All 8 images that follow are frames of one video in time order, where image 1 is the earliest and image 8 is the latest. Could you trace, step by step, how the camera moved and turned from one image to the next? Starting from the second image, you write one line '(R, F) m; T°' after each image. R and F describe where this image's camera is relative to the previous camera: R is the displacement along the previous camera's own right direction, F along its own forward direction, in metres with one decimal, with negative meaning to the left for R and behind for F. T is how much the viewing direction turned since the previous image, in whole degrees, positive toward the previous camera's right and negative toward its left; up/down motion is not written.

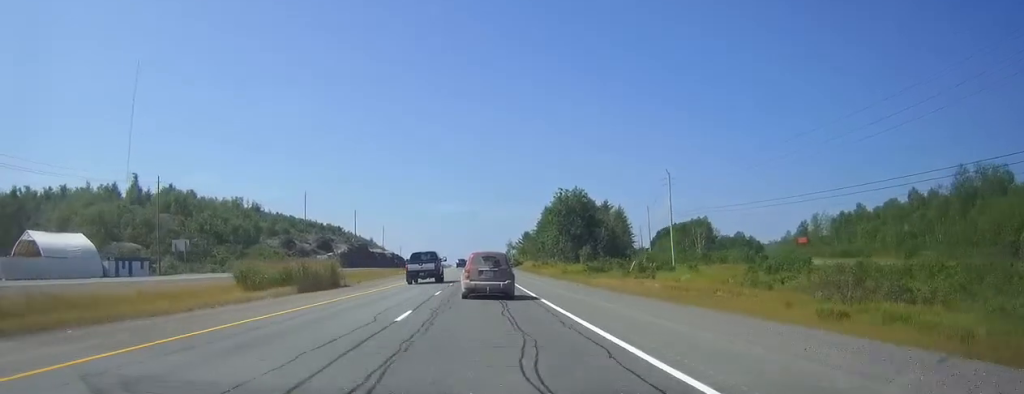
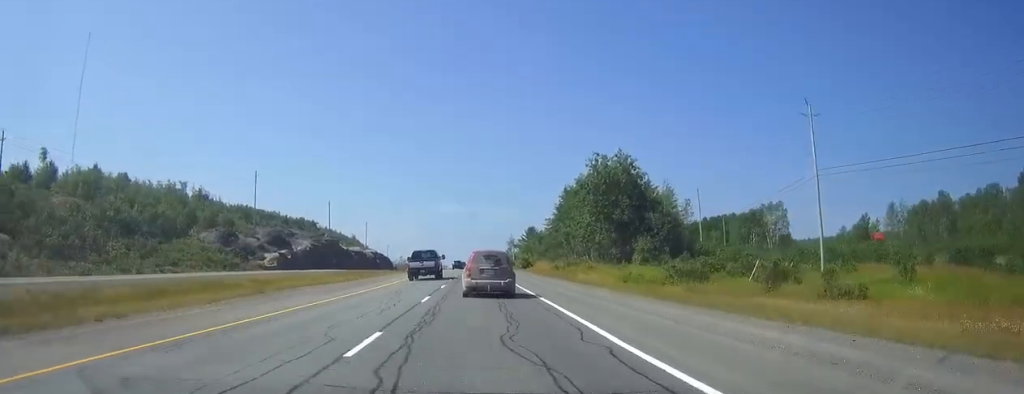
(-0.1, +41.4) m; 0°
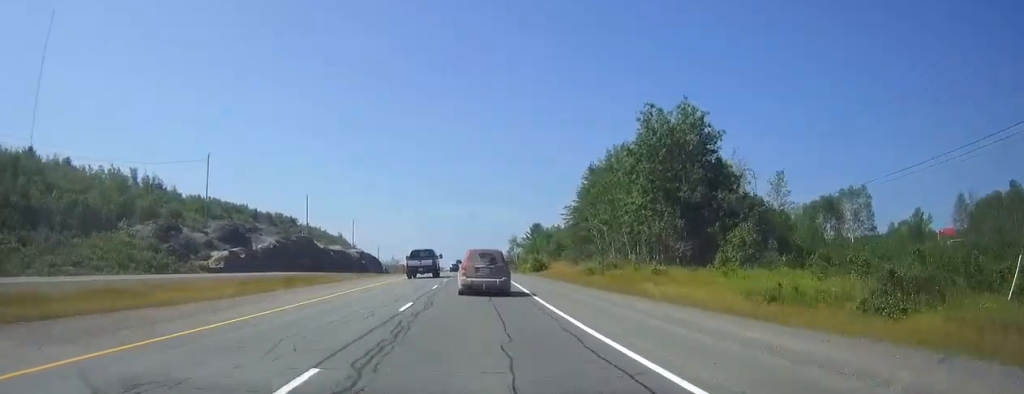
(+0.1, +27.4) m; 0°
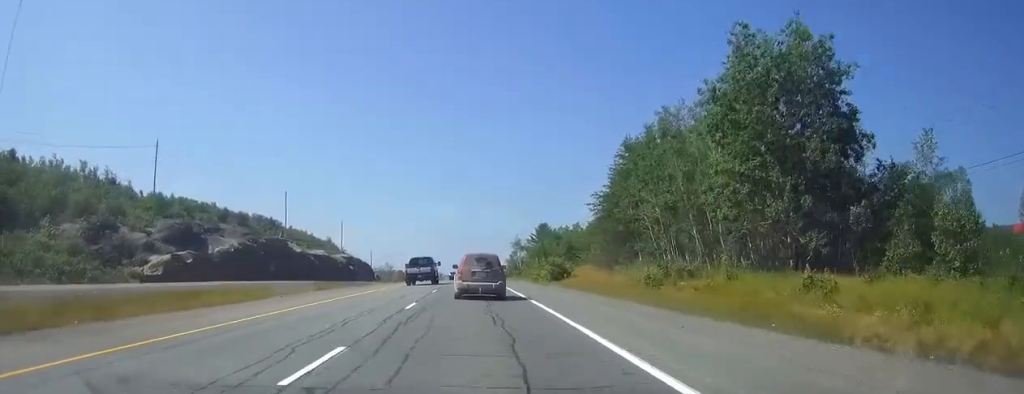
(0.0, +21.8) m; 0°
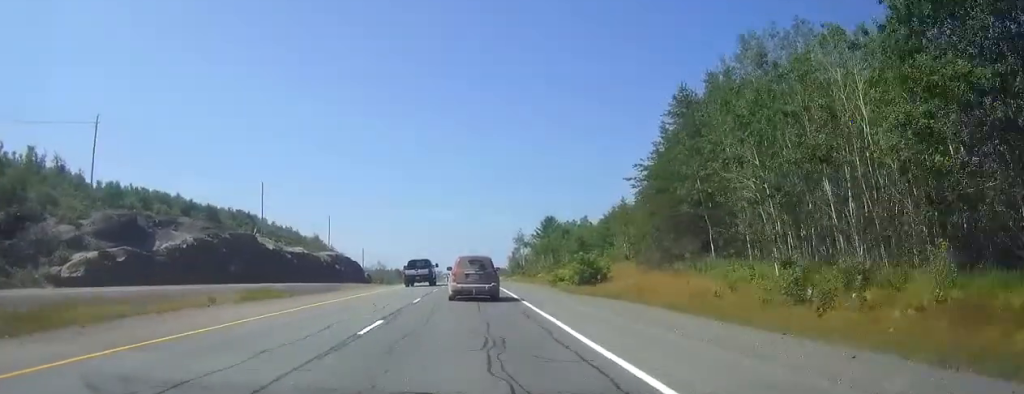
(+0.1, +19.1) m; 0°
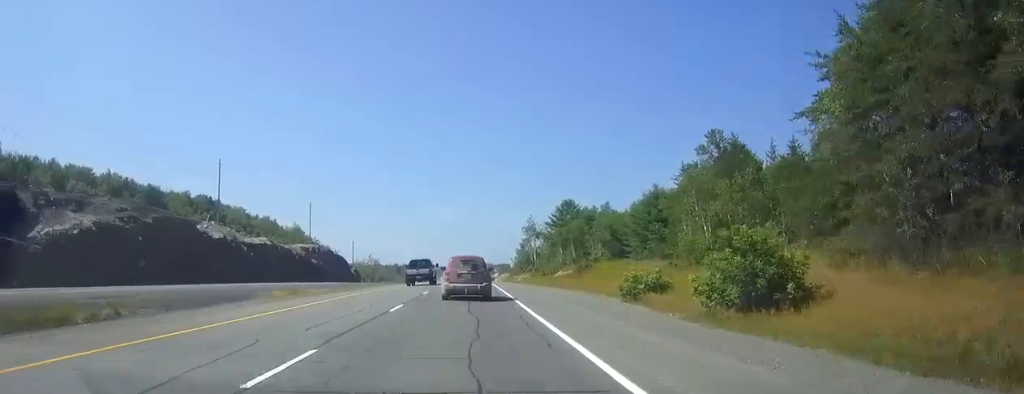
(0.0, +29.0) m; 0°
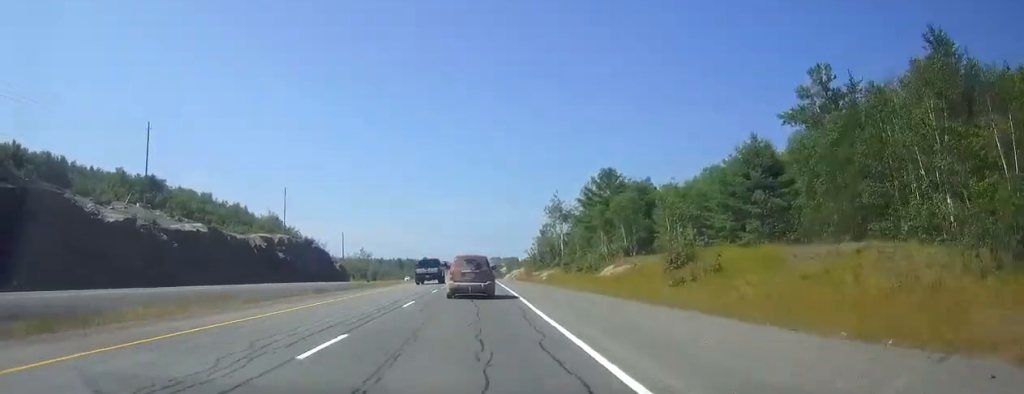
(+0.1, +33.5) m; 0°
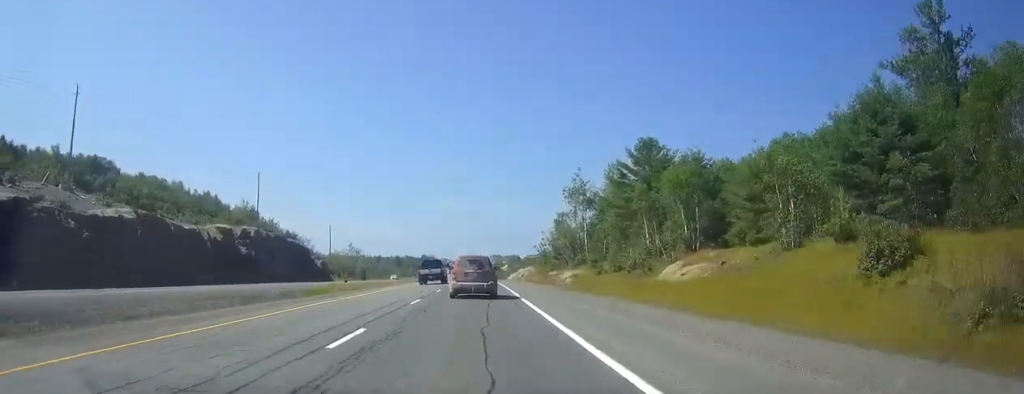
(-0.1, +21.8) m; 0°
